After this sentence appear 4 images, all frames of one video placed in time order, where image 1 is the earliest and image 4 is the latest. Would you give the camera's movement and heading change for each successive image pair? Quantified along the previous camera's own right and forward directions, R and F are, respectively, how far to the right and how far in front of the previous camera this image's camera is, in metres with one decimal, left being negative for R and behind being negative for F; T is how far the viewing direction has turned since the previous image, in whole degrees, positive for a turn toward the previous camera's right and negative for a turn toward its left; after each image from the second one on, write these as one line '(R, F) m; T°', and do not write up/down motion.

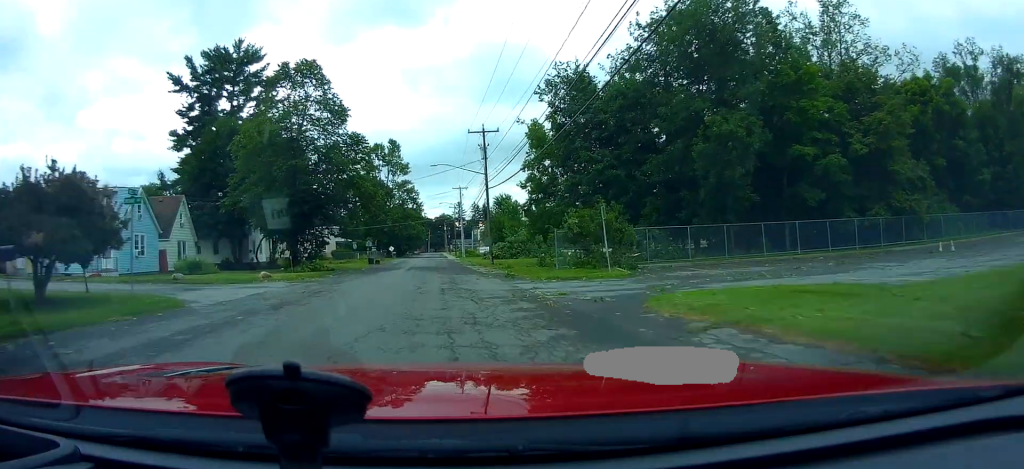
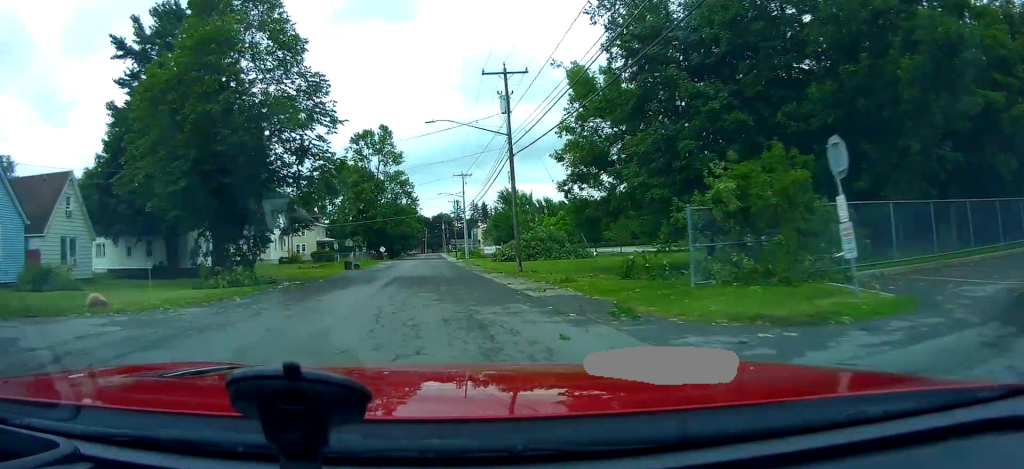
(-0.8, +15.3) m; -3°
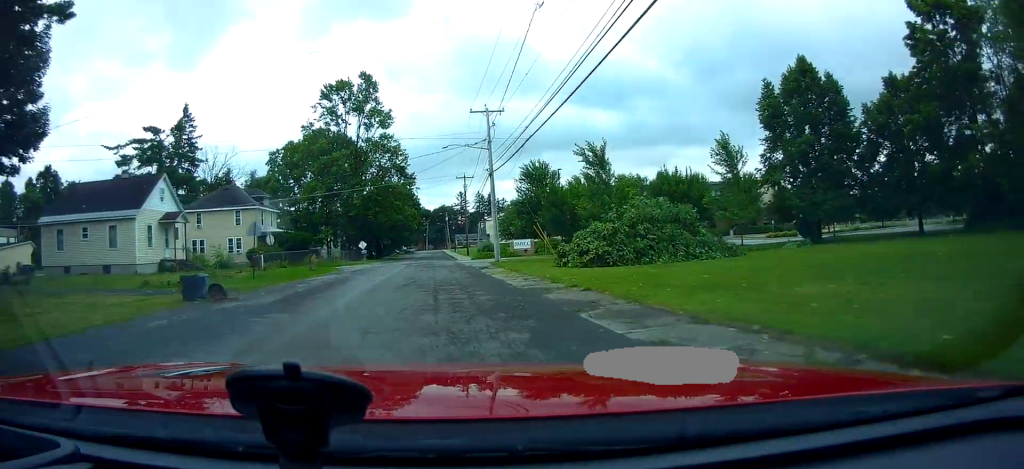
(+0.1, +31.5) m; 0°
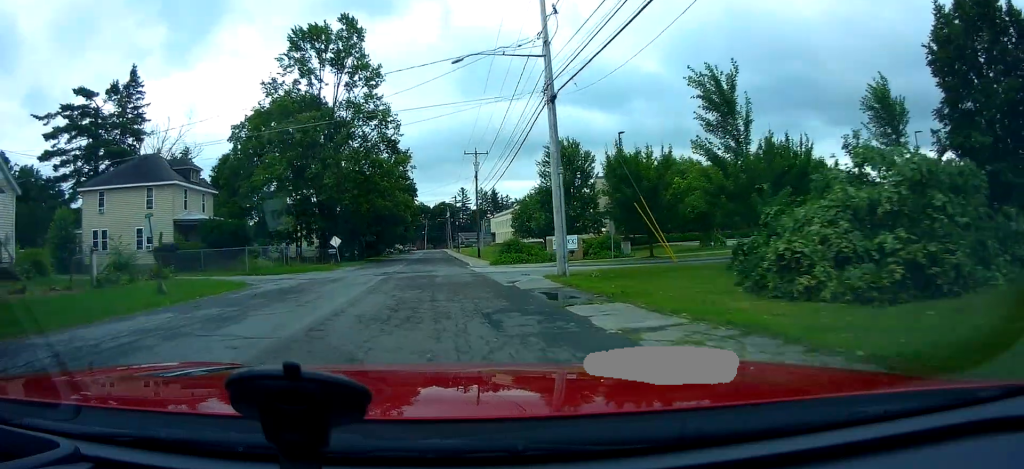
(0.0, +19.8) m; 0°
